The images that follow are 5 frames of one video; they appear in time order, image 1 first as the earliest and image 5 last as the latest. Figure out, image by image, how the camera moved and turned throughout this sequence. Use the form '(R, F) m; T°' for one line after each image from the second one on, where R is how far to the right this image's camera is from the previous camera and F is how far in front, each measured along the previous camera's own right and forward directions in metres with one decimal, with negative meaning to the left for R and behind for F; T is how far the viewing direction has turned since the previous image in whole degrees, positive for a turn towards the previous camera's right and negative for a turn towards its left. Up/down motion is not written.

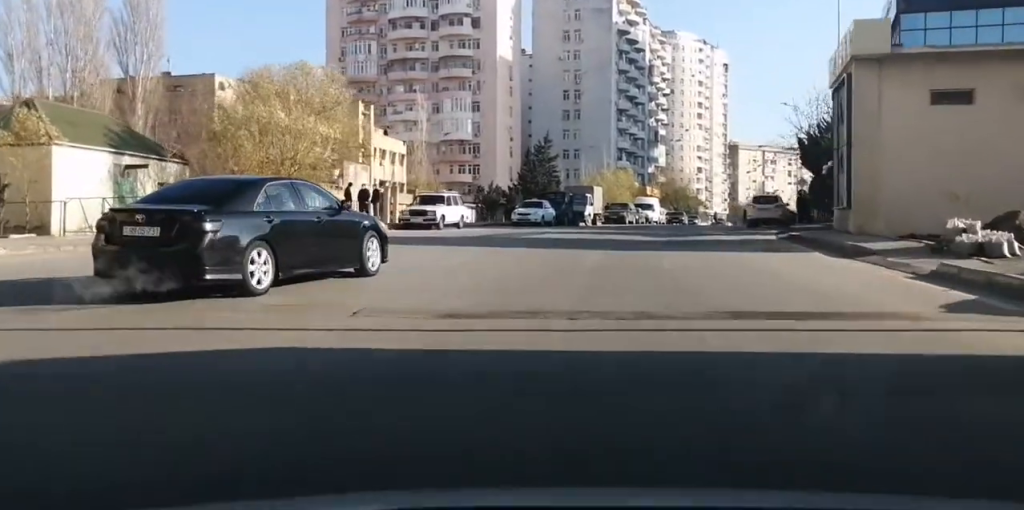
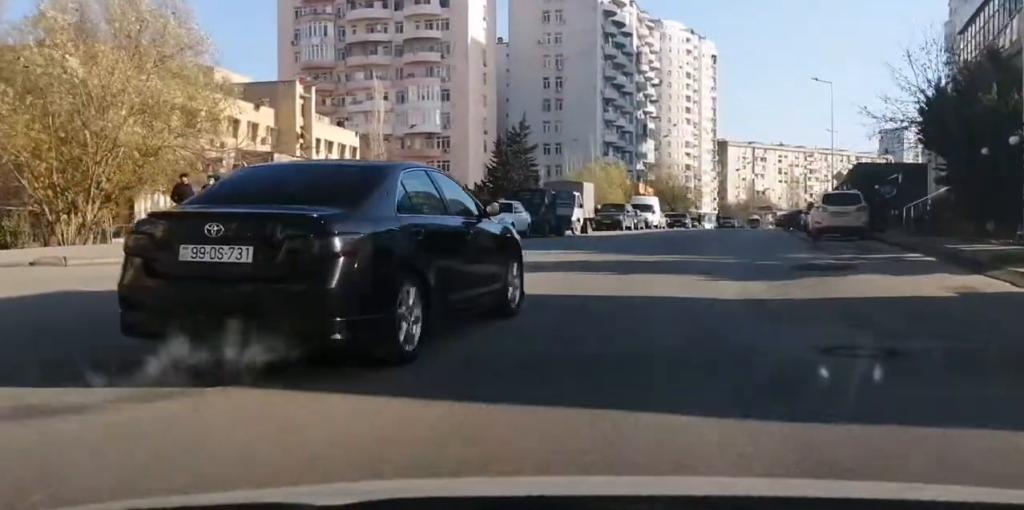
(+1.1, +19.6) m; +4°
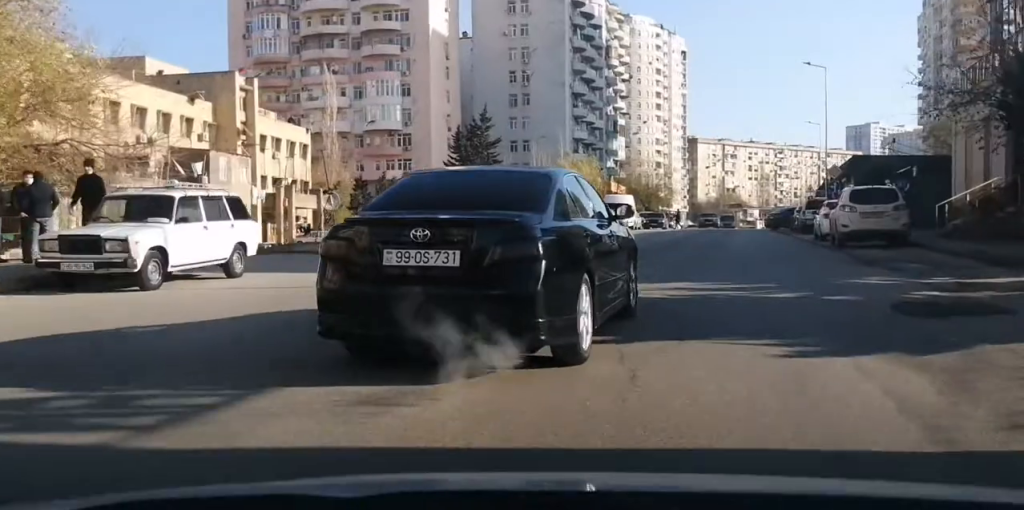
(0.0, +7.7) m; +2°
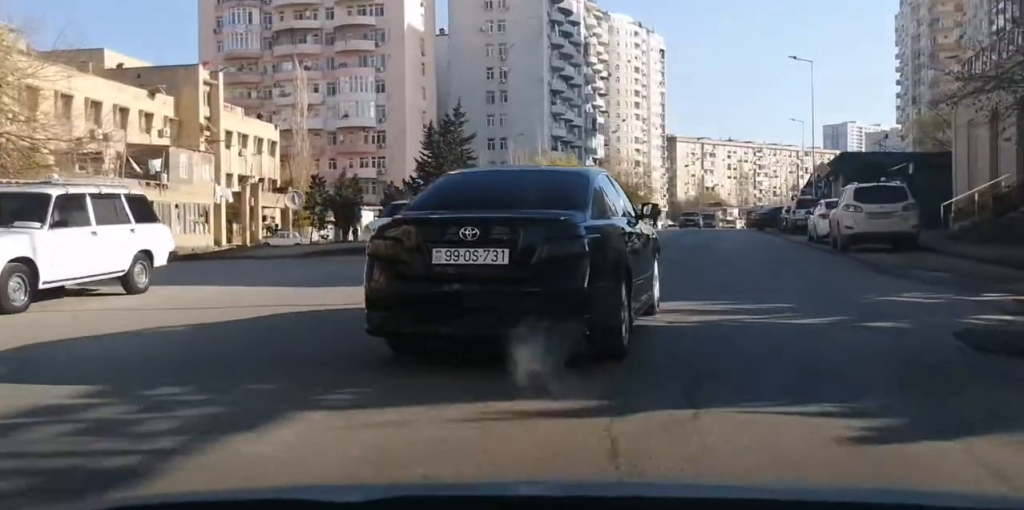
(+0.1, +2.5) m; +2°
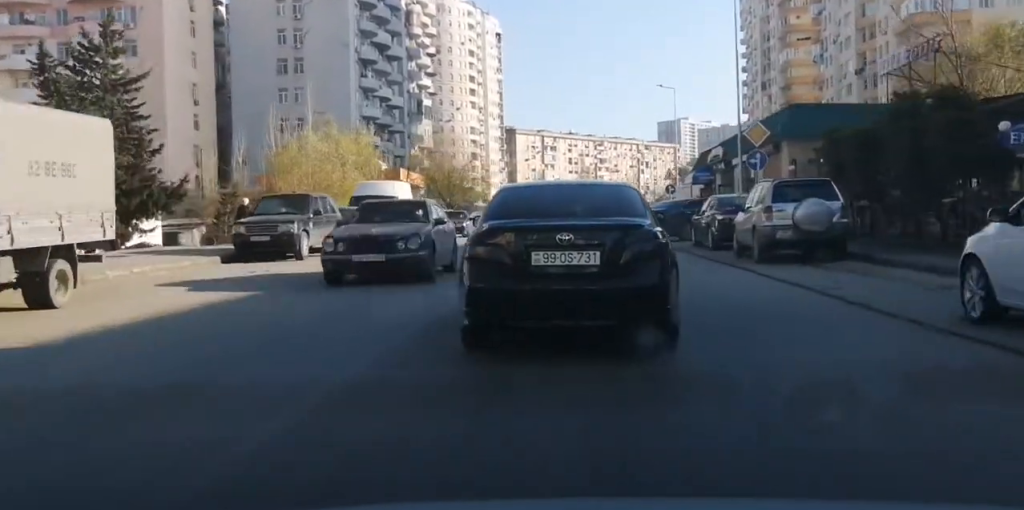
(+1.6, +24.2) m; +8°
